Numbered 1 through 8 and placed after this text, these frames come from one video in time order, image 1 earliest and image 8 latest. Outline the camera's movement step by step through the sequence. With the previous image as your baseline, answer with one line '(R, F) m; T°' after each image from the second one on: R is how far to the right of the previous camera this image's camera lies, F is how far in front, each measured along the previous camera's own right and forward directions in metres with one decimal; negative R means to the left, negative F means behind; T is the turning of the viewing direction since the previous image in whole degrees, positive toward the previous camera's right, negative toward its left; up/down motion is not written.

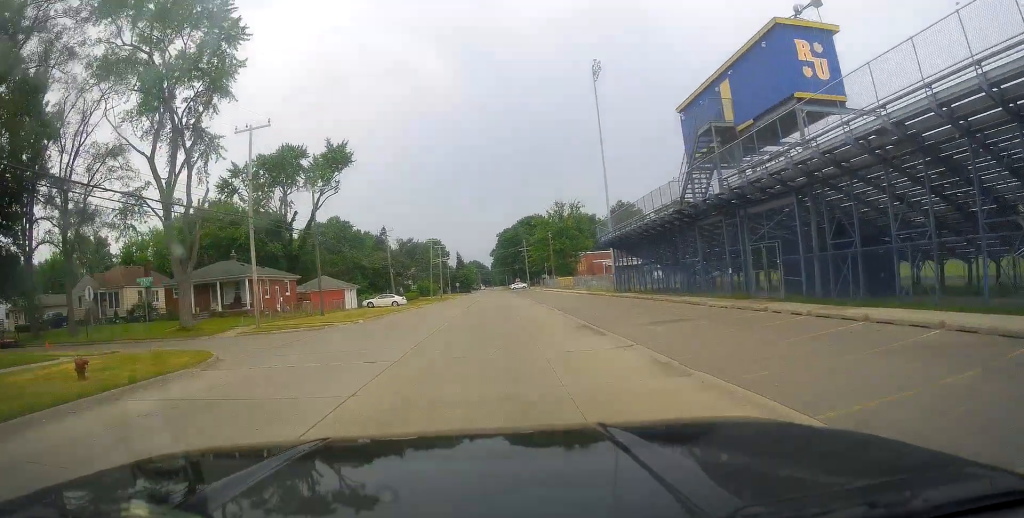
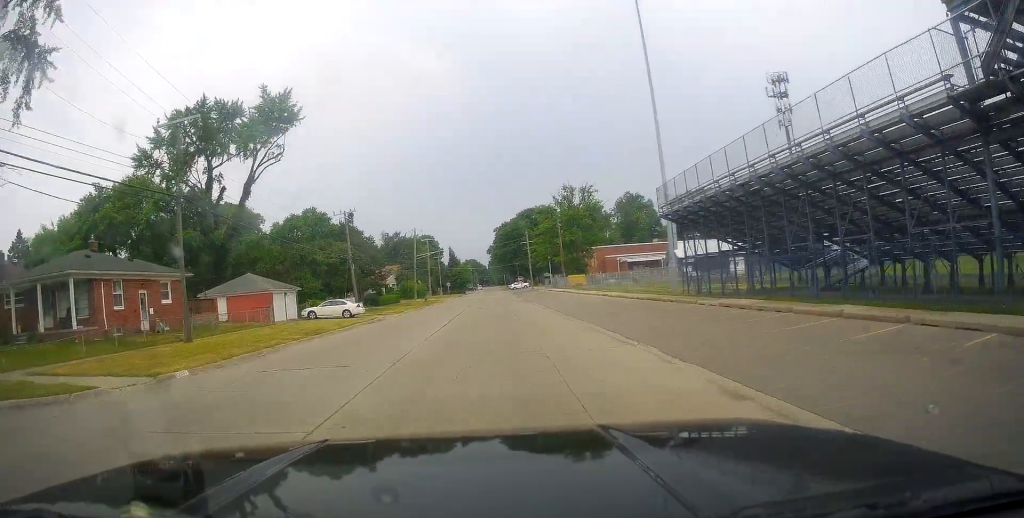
(+0.8, +20.8) m; +2°
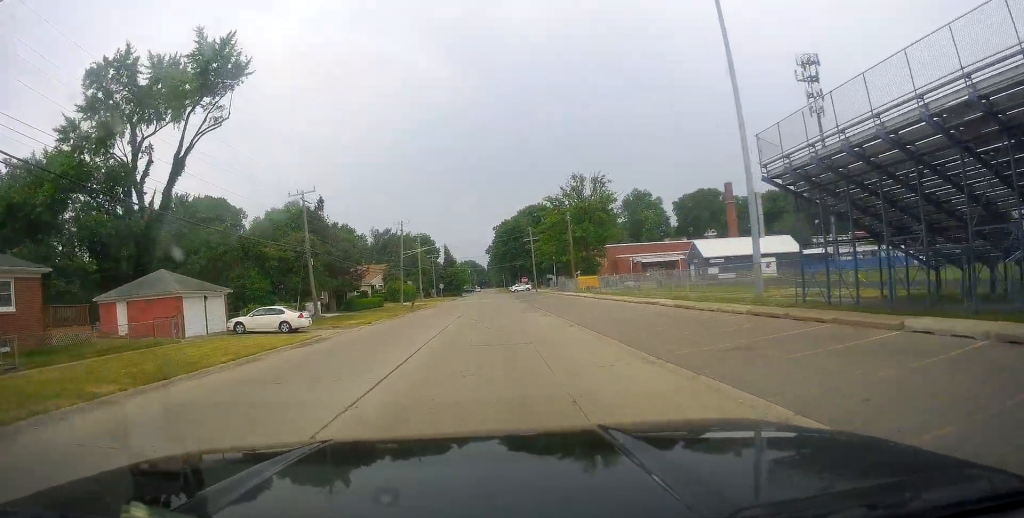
(-0.3, +13.5) m; -2°
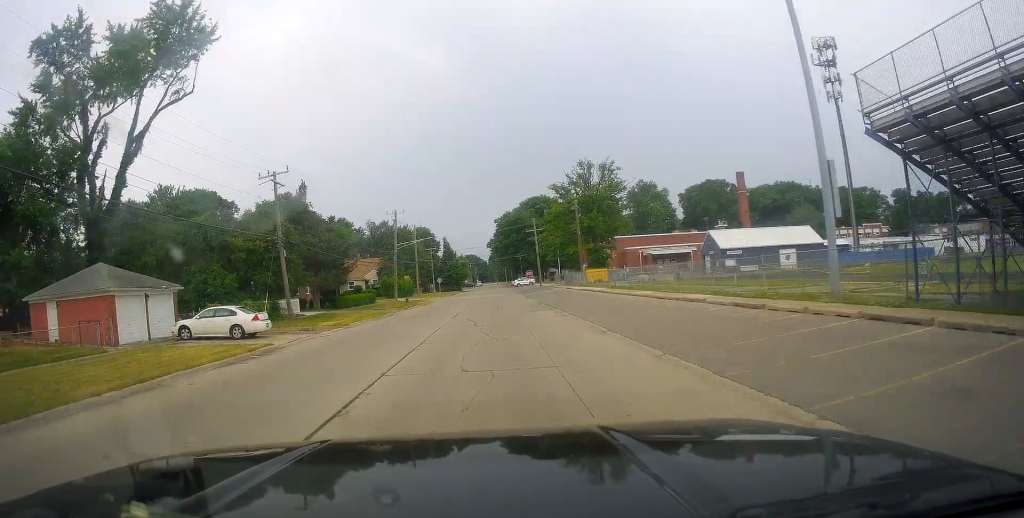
(-0.1, +6.6) m; -1°
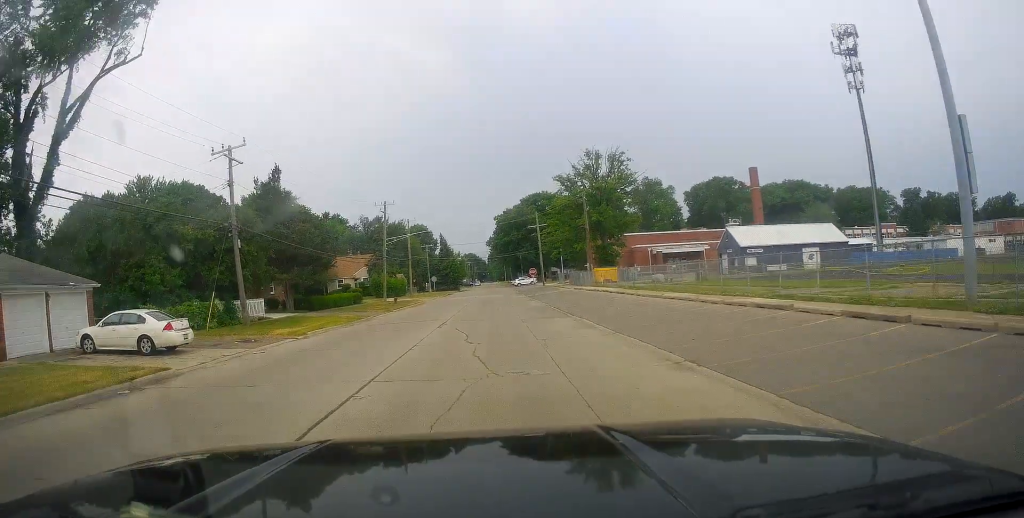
(0.0, +7.6) m; 0°
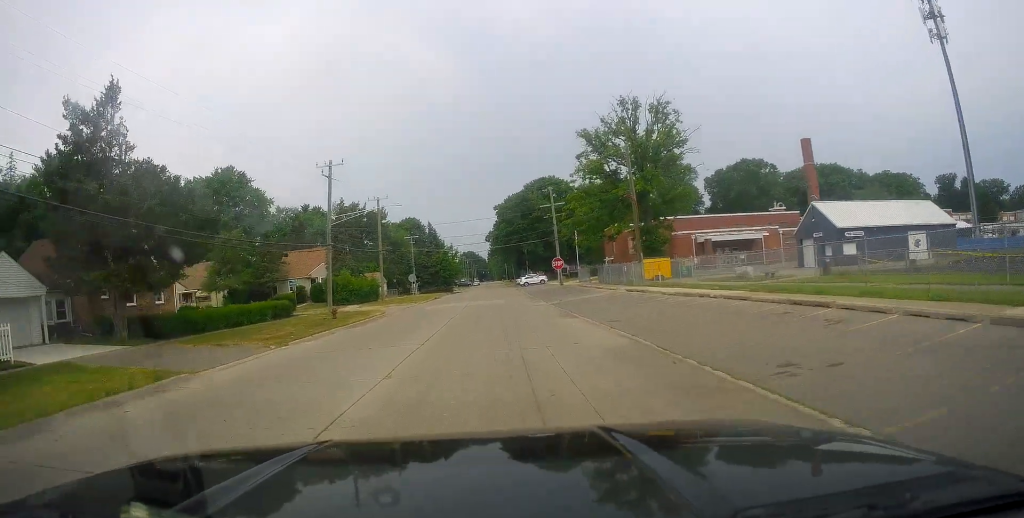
(+0.5, +24.5) m; +2°
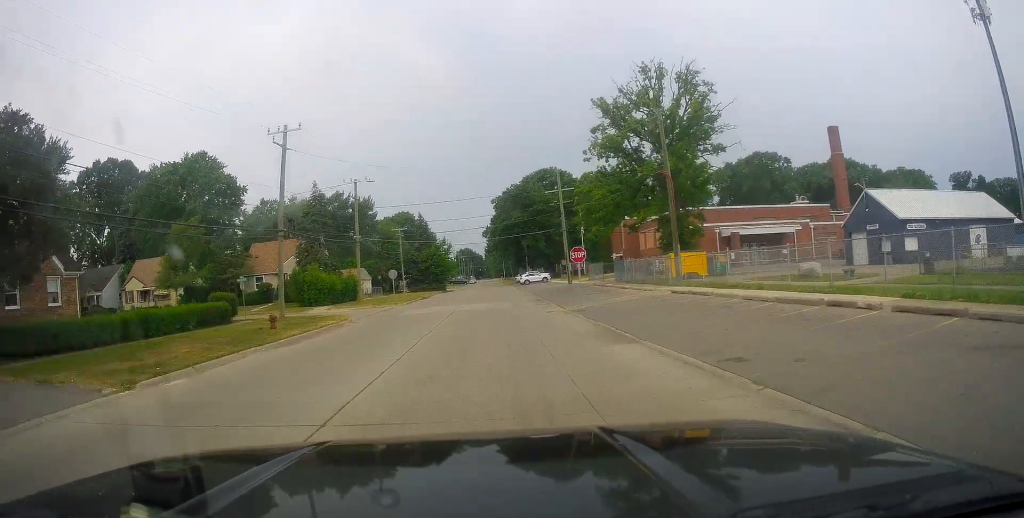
(+0.1, +10.6) m; 0°
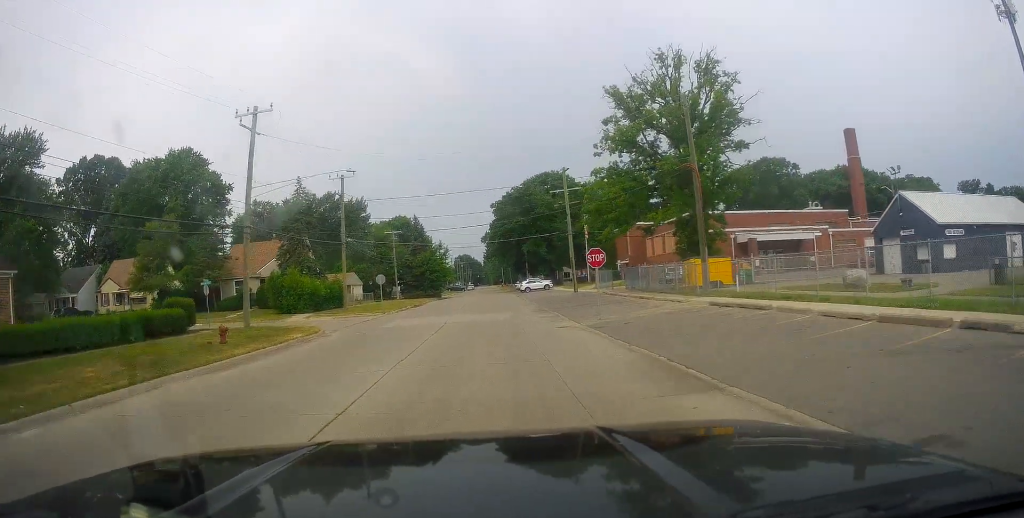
(-0.2, +5.6) m; 0°
